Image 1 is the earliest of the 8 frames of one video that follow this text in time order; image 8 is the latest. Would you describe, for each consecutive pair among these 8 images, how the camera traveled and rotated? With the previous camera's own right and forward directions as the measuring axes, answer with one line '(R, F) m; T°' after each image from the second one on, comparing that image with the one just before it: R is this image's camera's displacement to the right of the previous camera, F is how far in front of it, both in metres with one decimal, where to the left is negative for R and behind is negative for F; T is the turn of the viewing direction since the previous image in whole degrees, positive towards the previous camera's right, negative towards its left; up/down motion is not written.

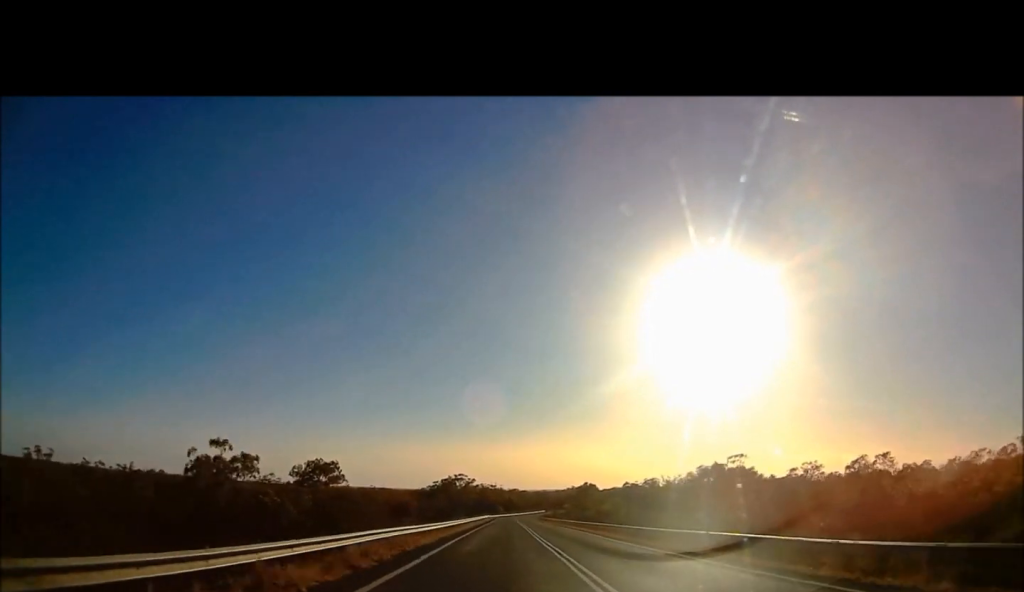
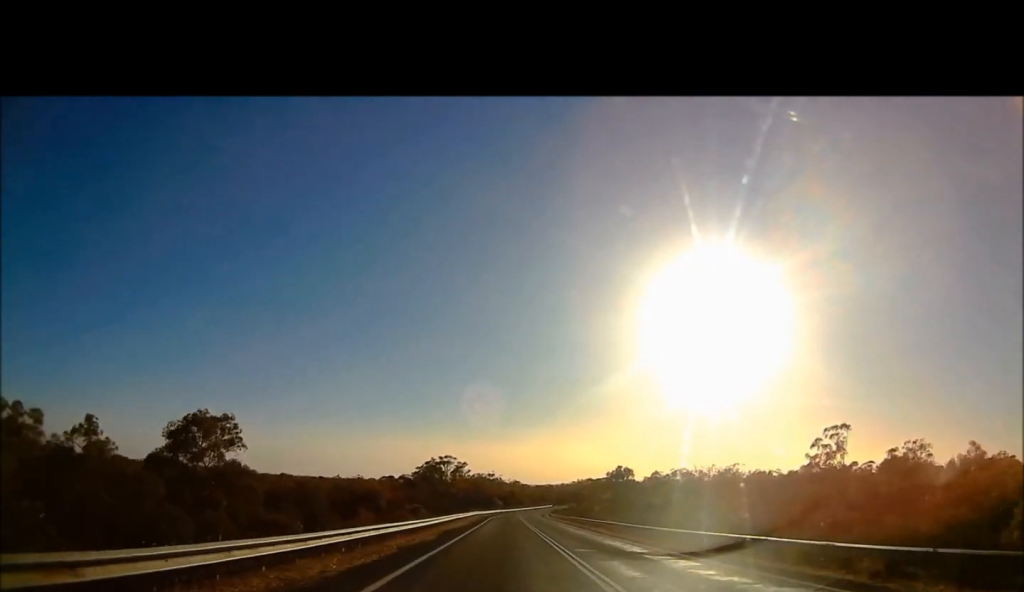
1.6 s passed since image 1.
(0.0, +52.6) m; 0°
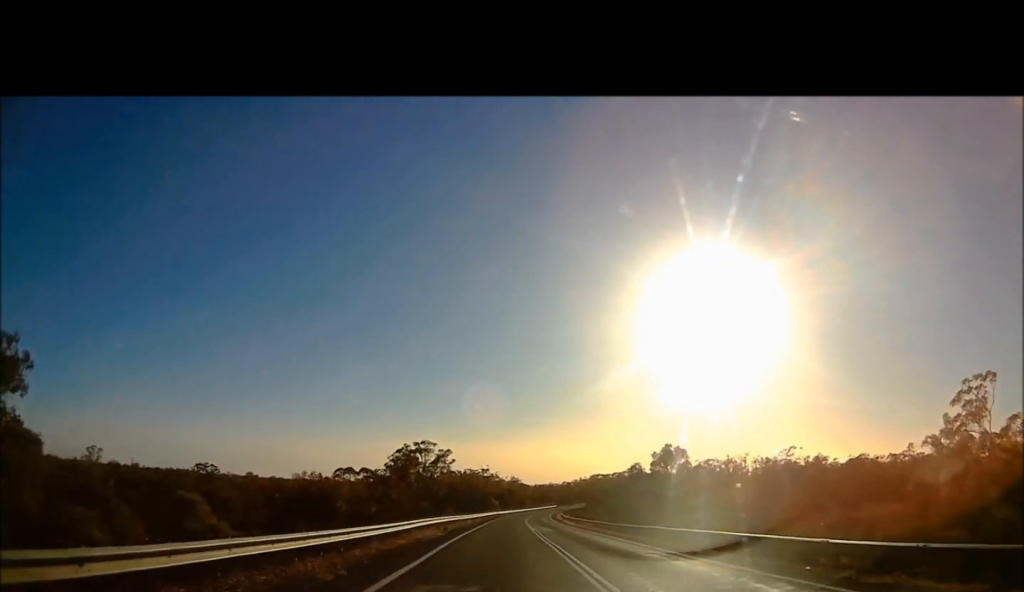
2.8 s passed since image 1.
(0.0, +41.3) m; 0°
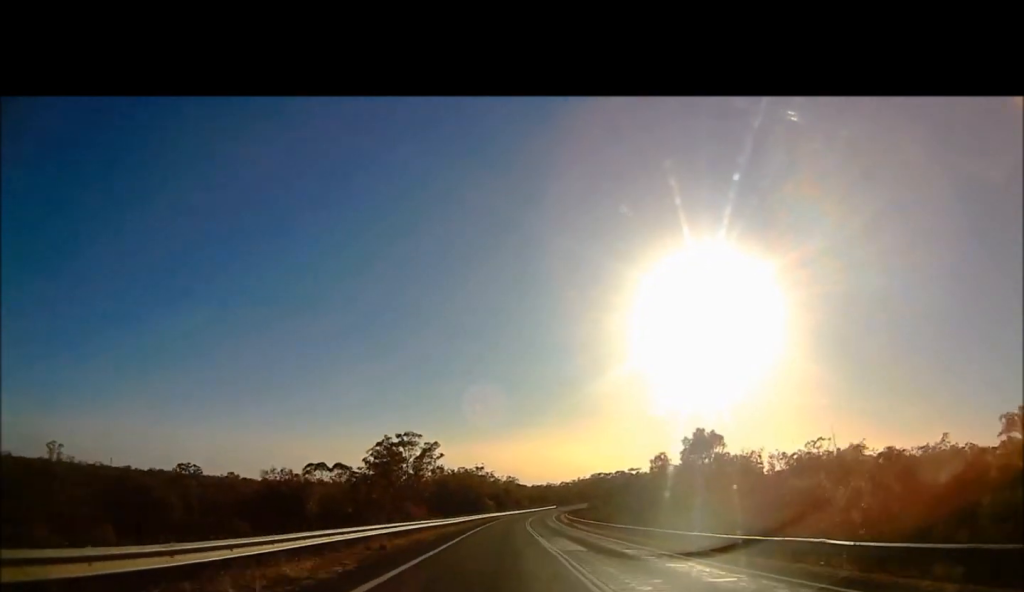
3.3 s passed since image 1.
(0.0, +16.7) m; 0°
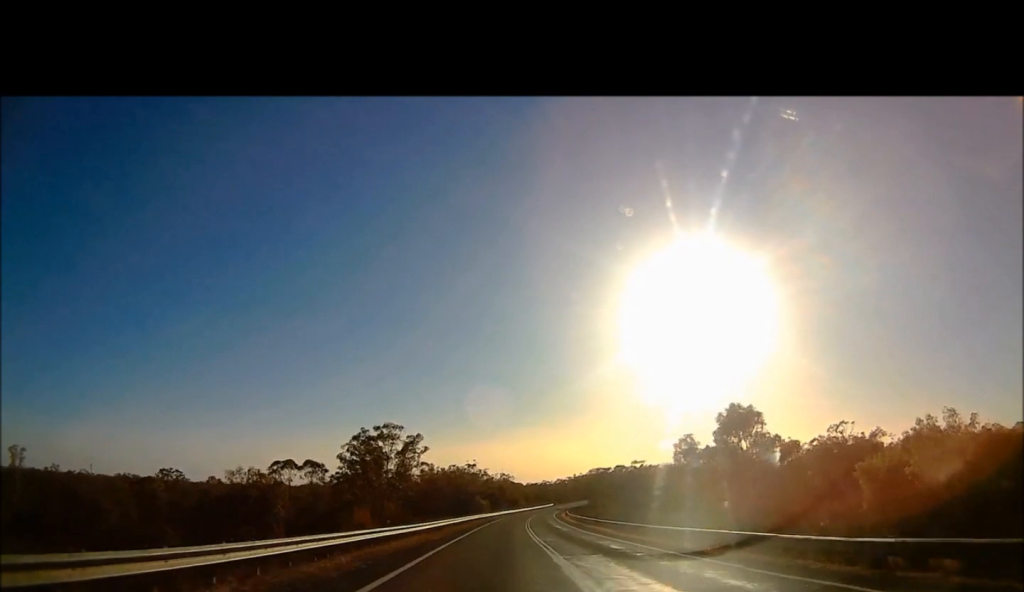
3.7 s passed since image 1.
(0.0, +13.4) m; 0°
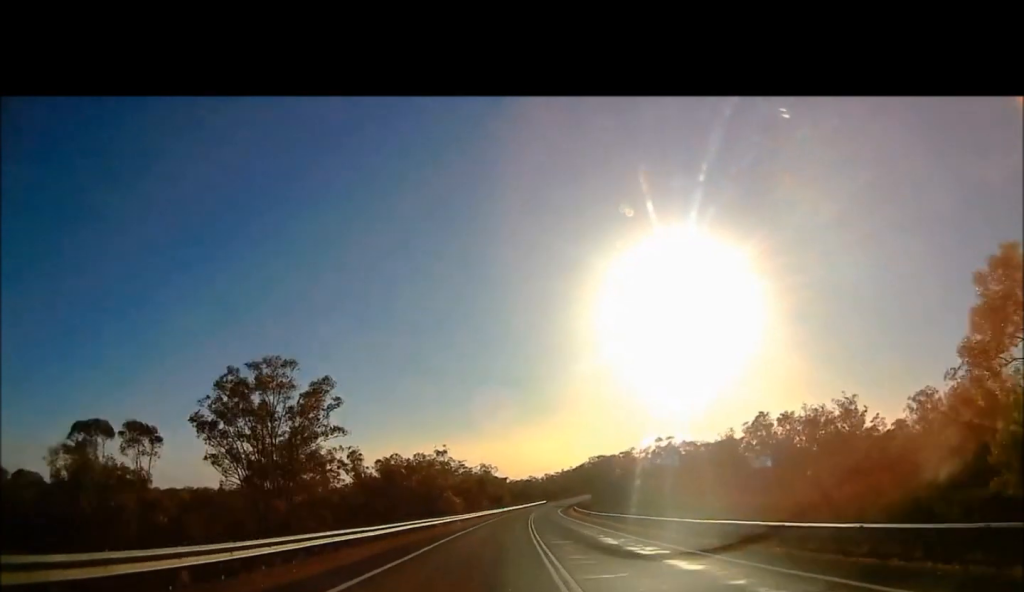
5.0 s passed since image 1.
(0.0, +43.5) m; 0°
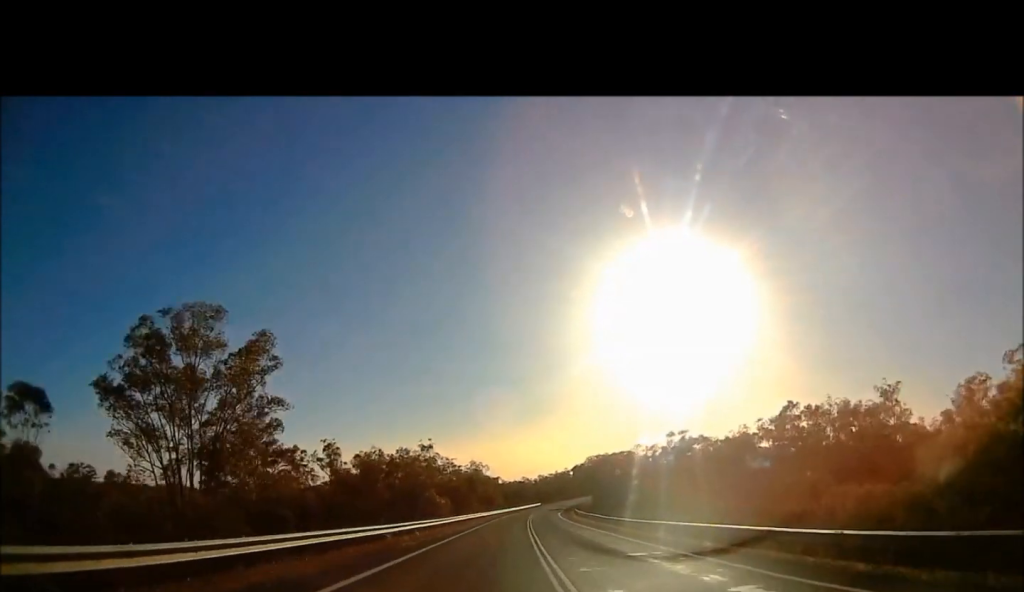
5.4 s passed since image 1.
(0.0, +14.5) m; 0°
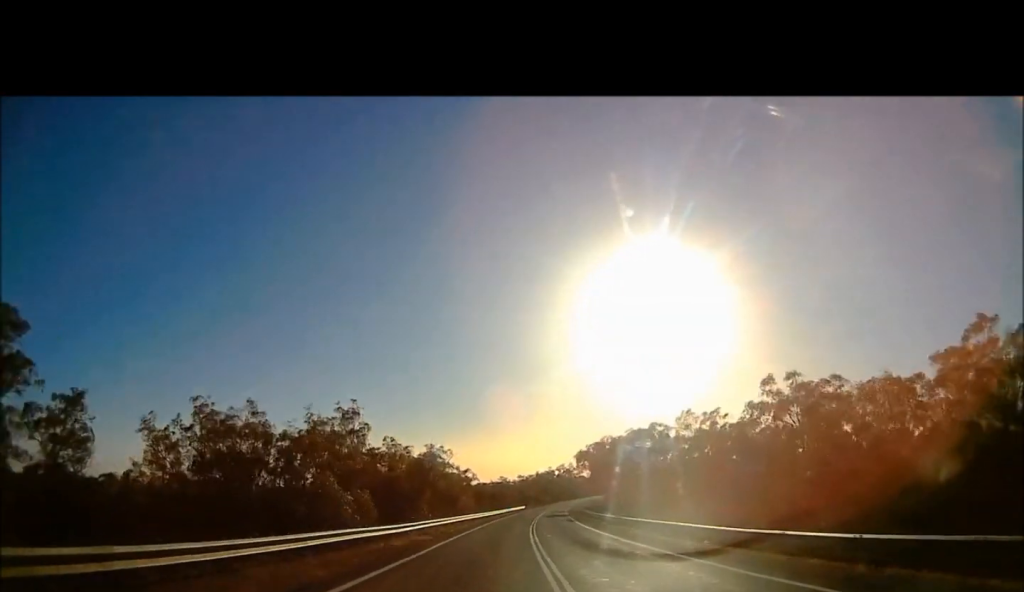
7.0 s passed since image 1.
(0.0, +51.3) m; +2°
